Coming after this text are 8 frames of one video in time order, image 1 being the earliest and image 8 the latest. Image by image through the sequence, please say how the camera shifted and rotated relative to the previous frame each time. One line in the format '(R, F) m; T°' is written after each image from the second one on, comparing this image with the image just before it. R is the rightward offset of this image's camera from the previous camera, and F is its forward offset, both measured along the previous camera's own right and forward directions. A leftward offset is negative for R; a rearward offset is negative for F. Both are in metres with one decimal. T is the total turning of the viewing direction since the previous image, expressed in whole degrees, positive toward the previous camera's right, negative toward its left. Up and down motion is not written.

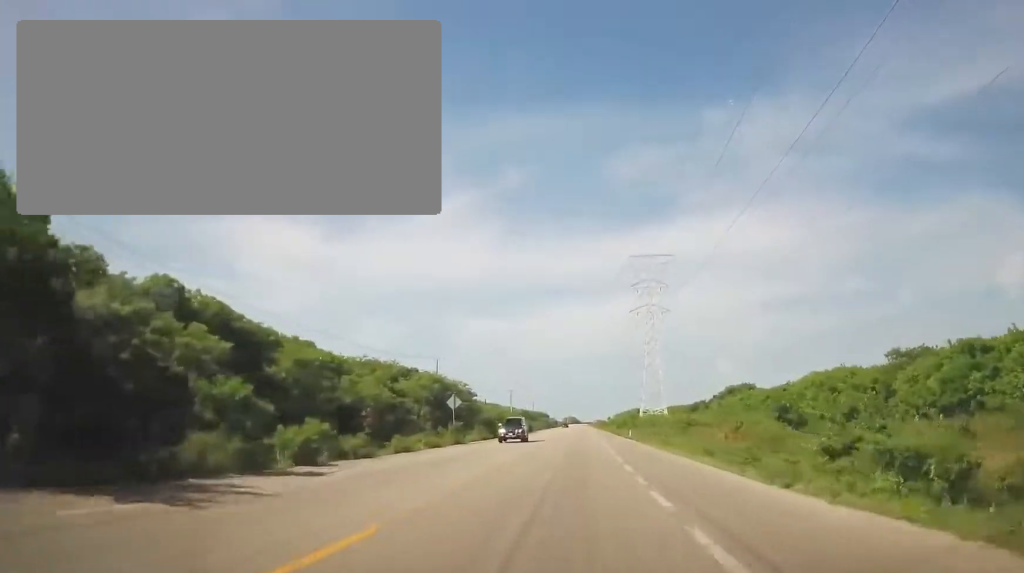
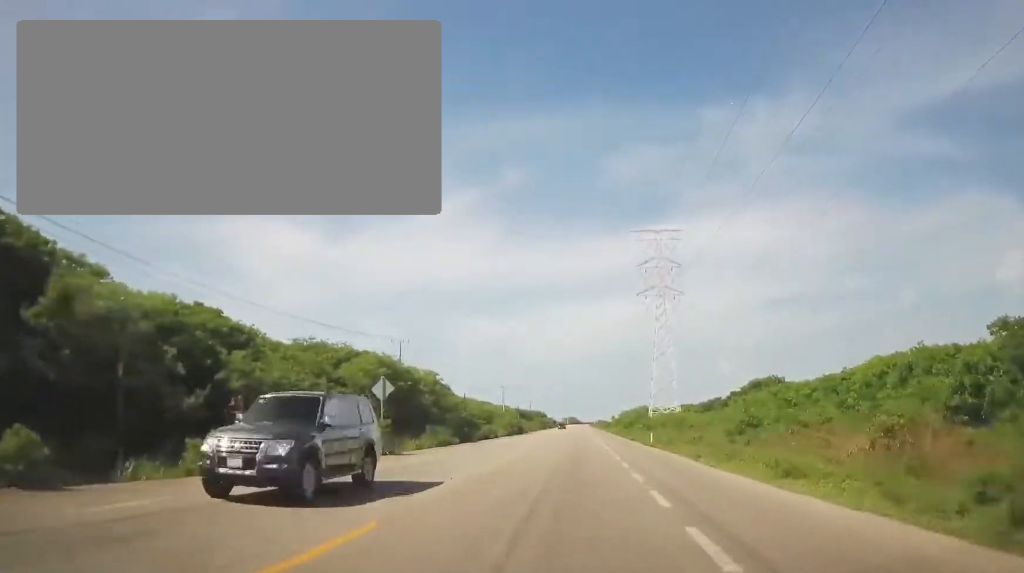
(+0.1, +16.5) m; 0°
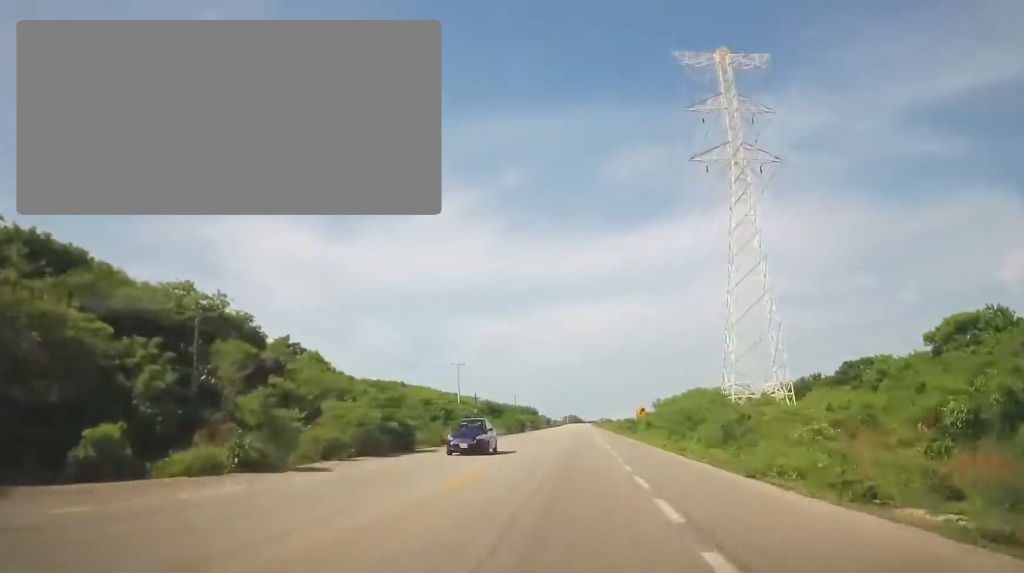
(+0.8, +55.7) m; +1°
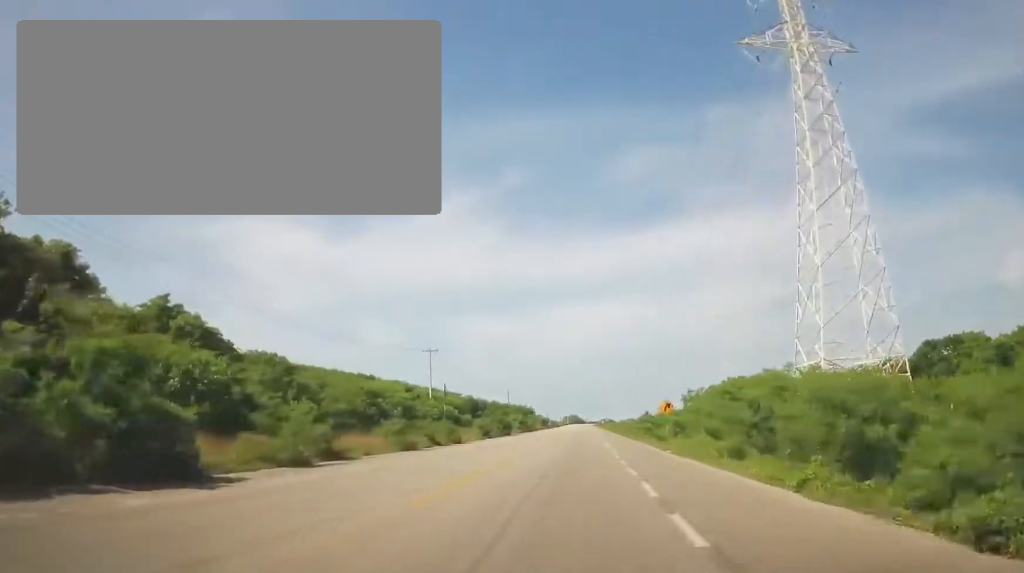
(-0.5, +18.1) m; 0°
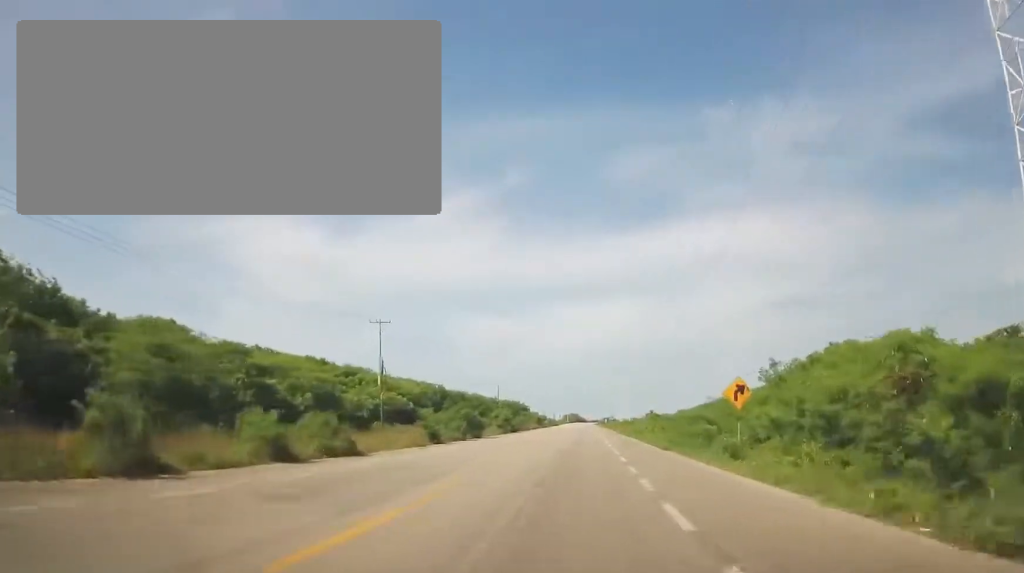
(+0.3, +20.0) m; 0°
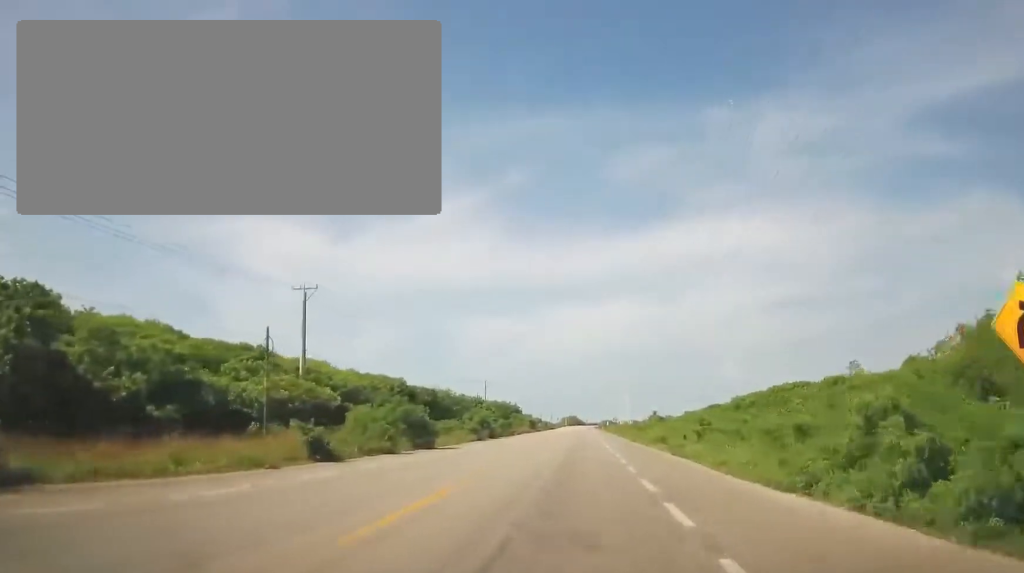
(+0.2, +16.4) m; 0°
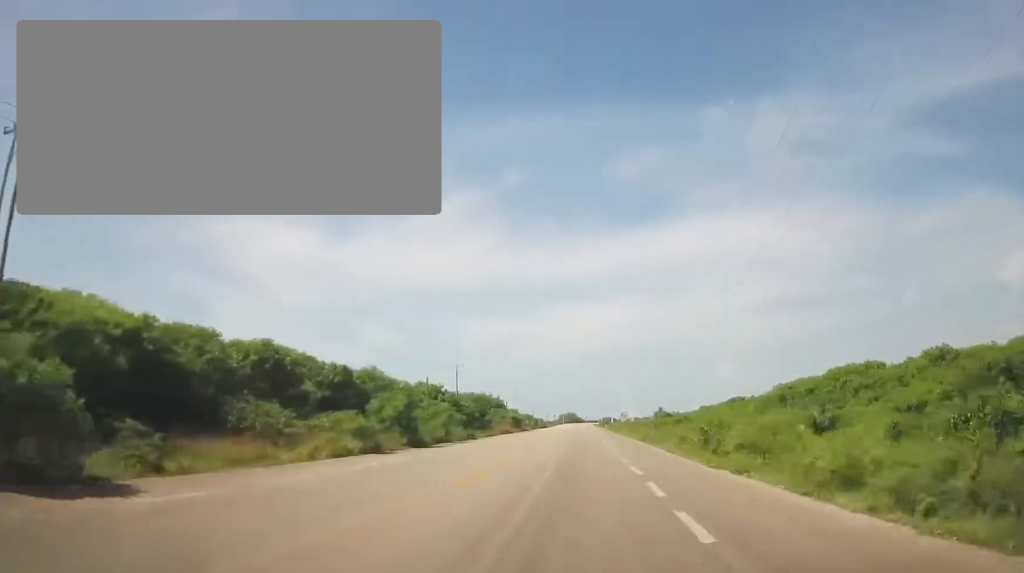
(-0.5, +26.5) m; 0°
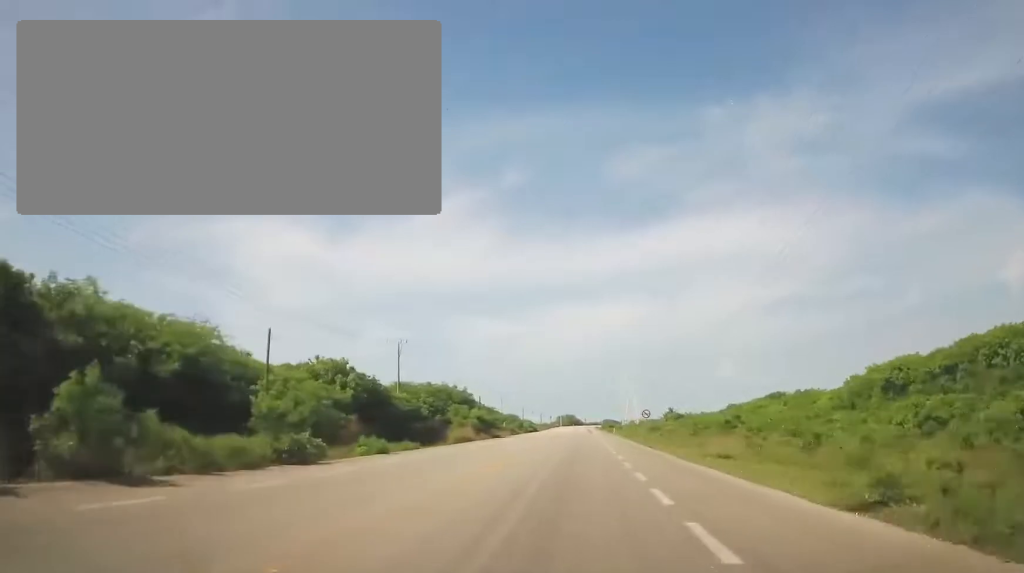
(+0.5, +30.4) m; +1°
